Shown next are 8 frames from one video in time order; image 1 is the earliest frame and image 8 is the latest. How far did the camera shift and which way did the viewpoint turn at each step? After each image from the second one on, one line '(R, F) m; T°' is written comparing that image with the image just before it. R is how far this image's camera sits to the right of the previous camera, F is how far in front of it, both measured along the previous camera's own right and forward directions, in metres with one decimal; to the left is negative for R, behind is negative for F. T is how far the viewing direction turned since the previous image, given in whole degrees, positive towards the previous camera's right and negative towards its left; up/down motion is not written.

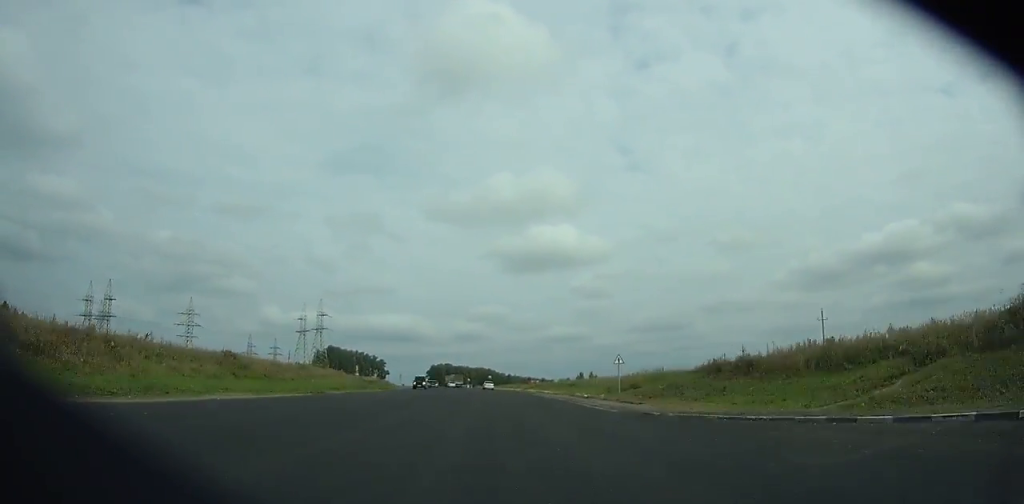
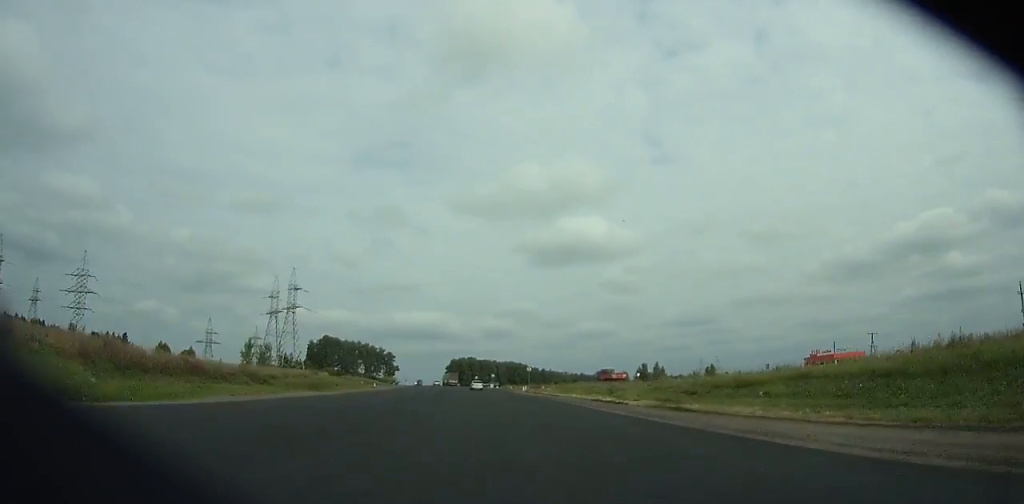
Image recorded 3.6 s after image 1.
(-1.8, +78.2) m; -3°
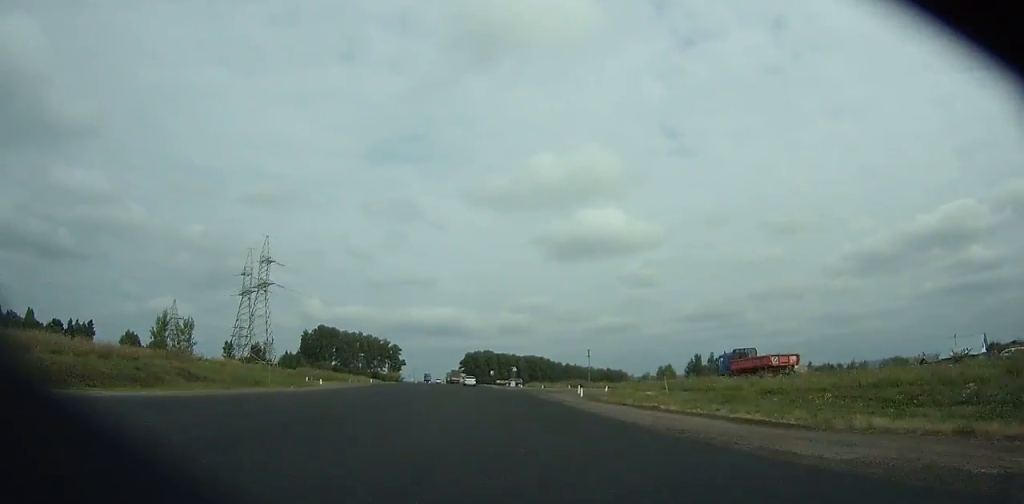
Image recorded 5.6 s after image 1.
(-0.4, +43.7) m; -2°
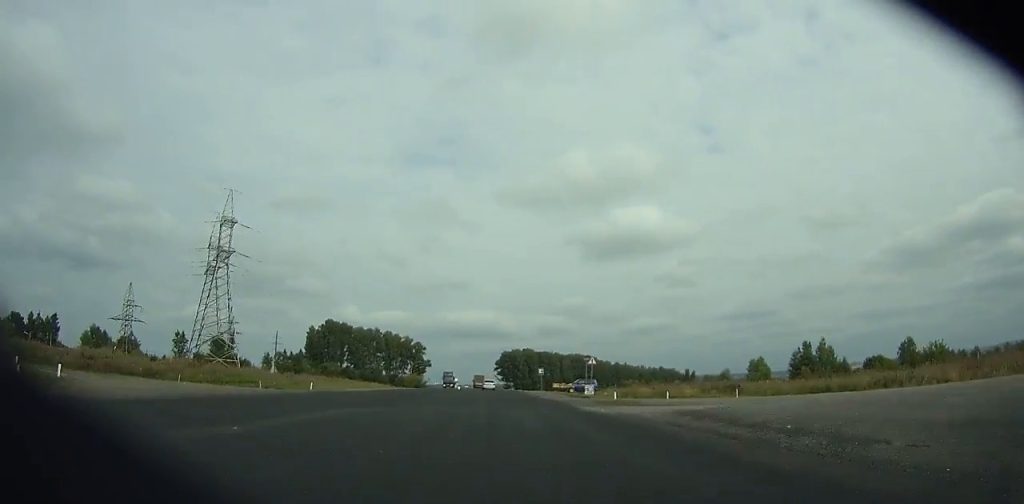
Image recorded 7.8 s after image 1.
(-0.9, +48.2) m; -2°
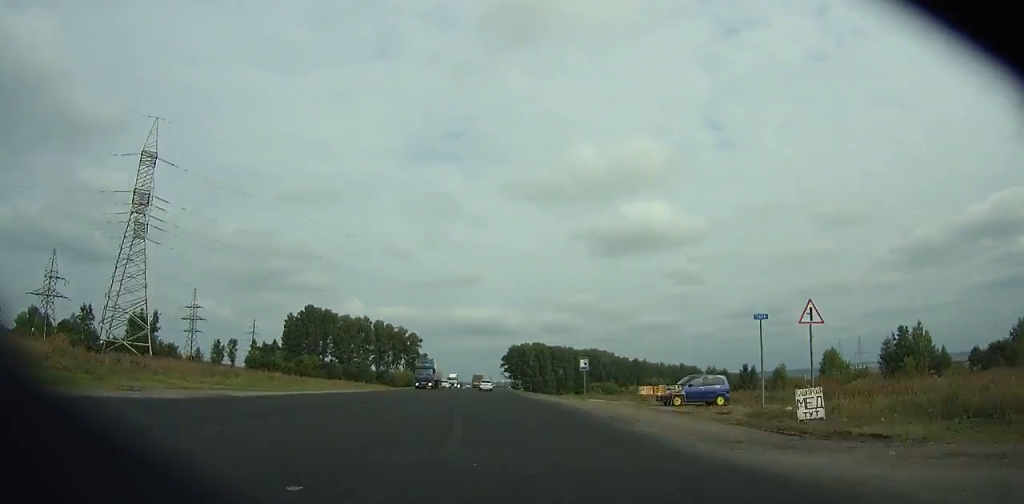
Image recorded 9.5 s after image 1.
(-0.9, +37.2) m; -1°
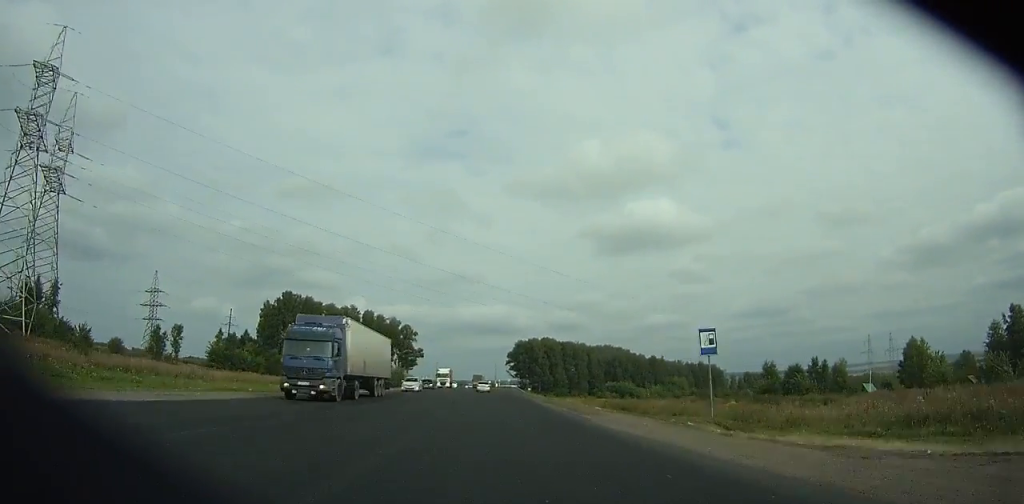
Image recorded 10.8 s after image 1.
(-0.3, +28.5) m; -1°
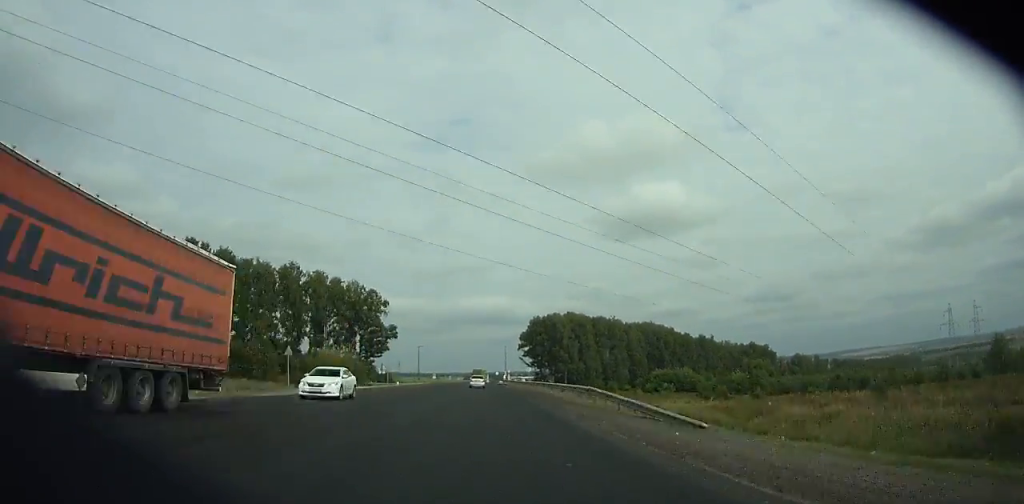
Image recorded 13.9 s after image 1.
(-0.6, +68.1) m; -1°
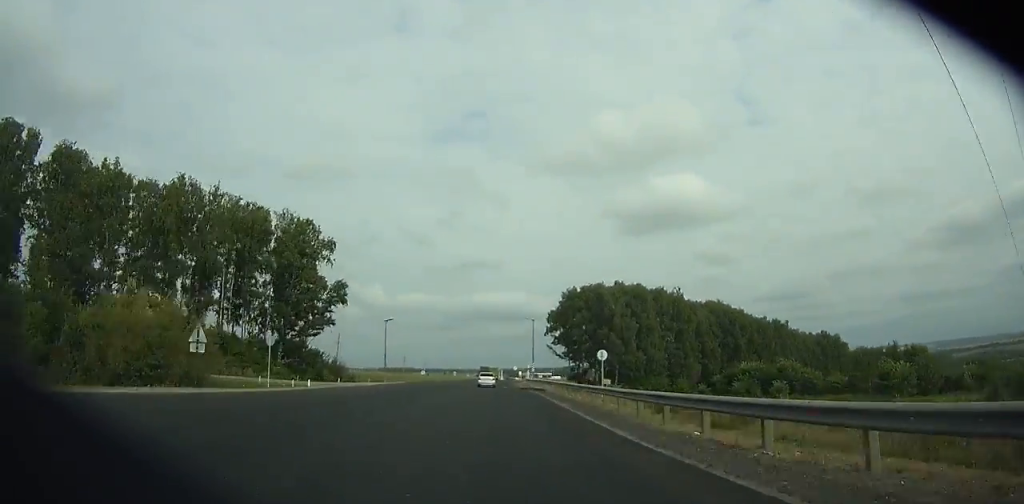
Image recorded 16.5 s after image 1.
(0.0, +56.9) m; -1°
